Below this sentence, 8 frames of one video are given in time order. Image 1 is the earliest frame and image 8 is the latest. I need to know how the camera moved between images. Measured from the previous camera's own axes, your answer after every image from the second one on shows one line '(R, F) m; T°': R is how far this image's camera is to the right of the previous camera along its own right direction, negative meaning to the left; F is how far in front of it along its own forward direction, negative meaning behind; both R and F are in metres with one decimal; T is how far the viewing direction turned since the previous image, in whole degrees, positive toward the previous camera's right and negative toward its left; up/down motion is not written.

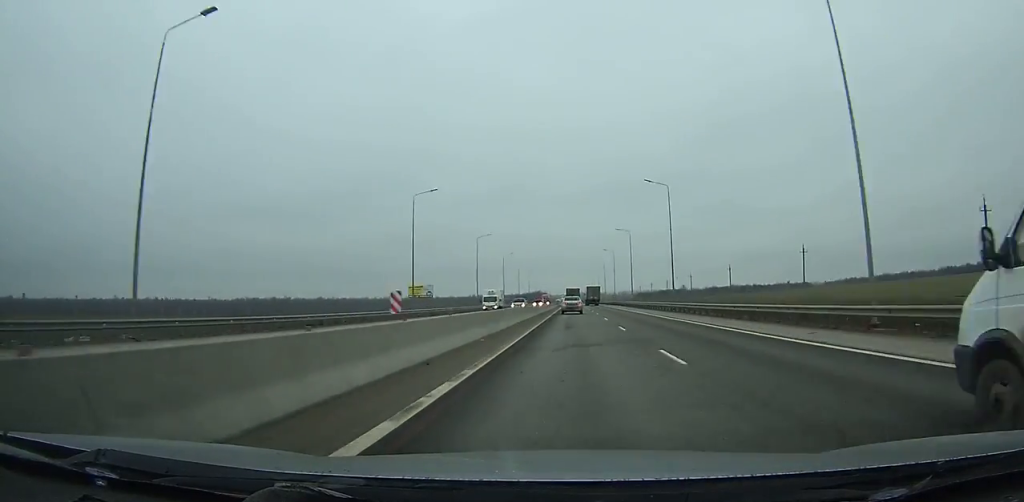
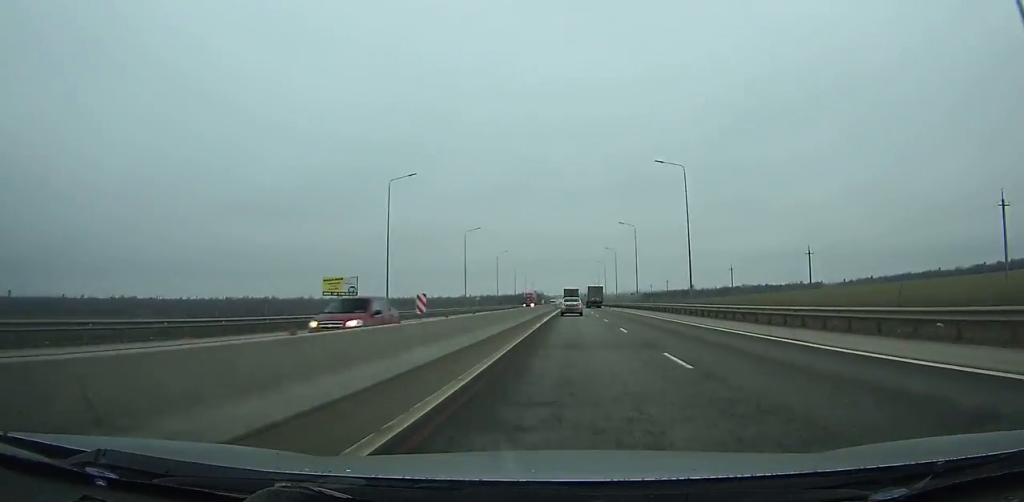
(0.0, +48.0) m; 0°
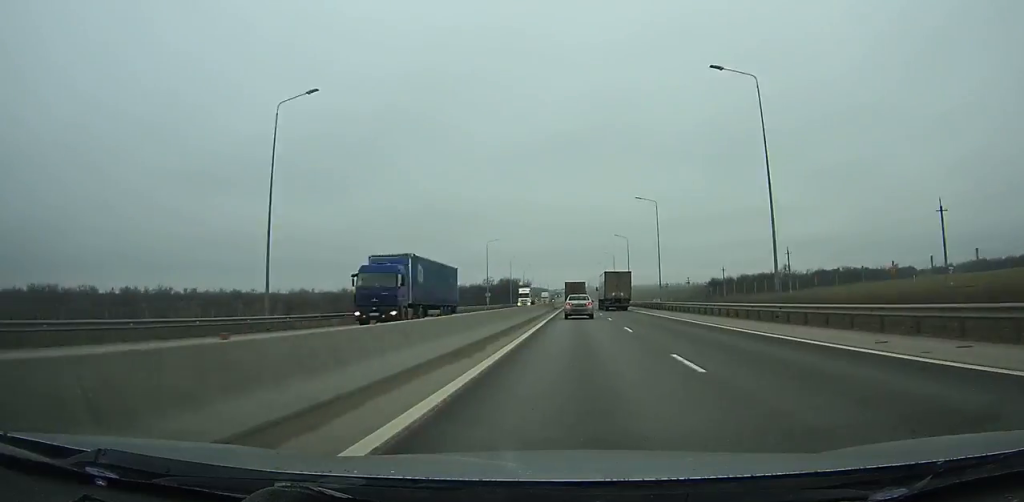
(-1.3, +216.3) m; -1°
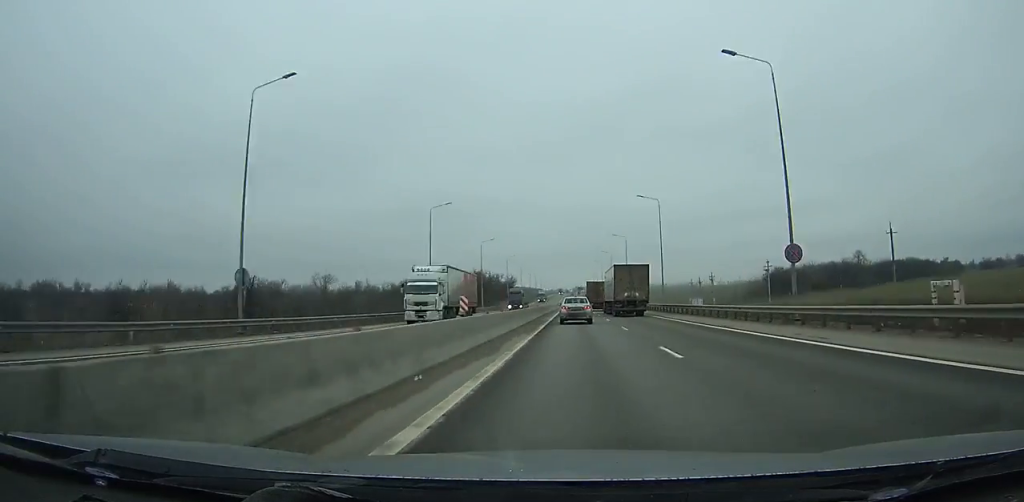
(0.0, +83.6) m; 0°
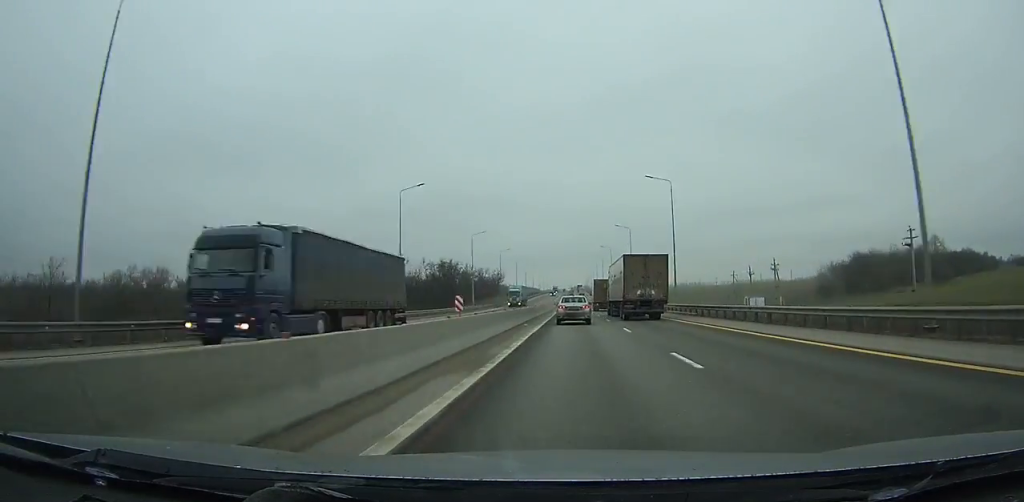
(0.0, +50.6) m; 0°
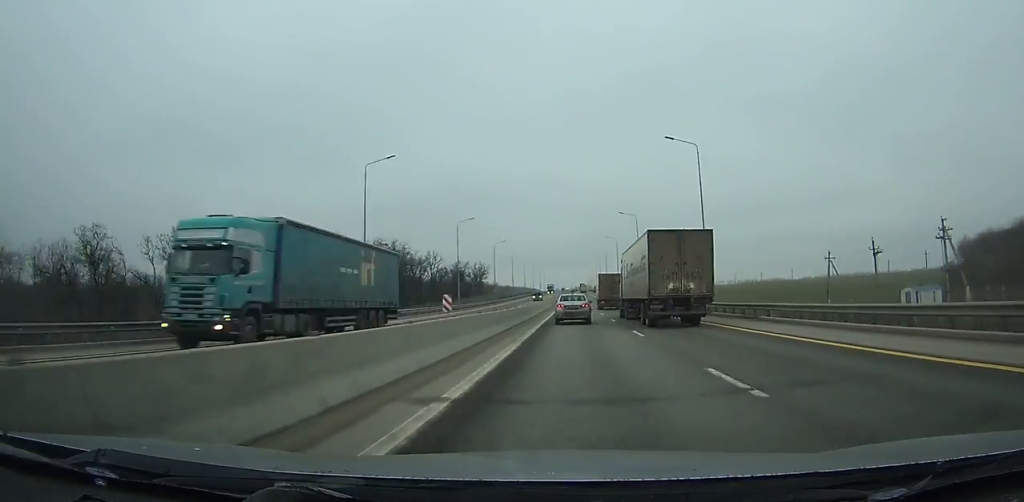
(+0.1, +51.1) m; 0°
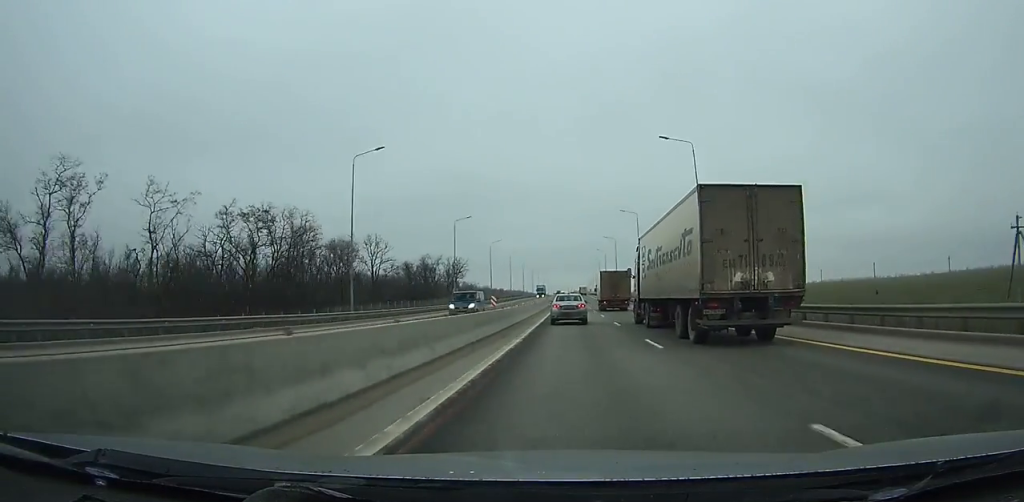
(0.0, +40.2) m; 0°
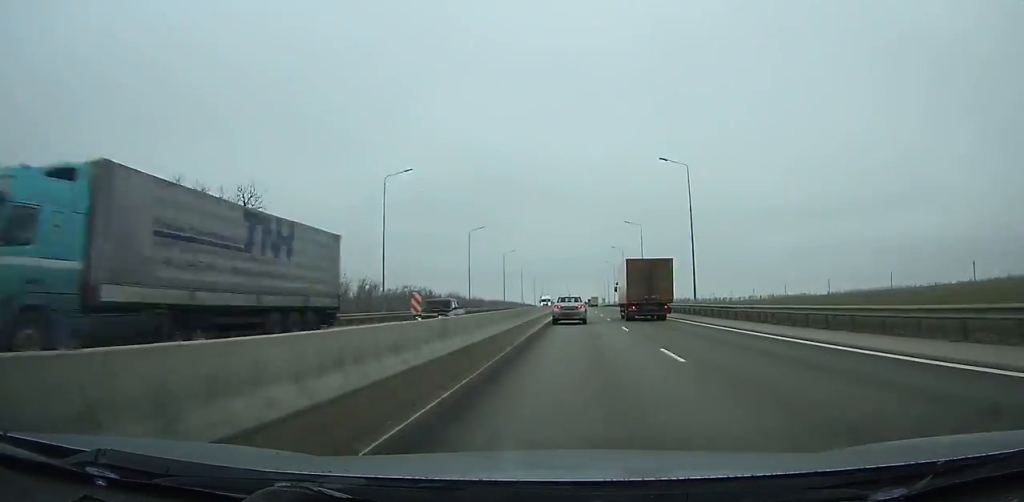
(-0.2, +110.5) m; 0°
